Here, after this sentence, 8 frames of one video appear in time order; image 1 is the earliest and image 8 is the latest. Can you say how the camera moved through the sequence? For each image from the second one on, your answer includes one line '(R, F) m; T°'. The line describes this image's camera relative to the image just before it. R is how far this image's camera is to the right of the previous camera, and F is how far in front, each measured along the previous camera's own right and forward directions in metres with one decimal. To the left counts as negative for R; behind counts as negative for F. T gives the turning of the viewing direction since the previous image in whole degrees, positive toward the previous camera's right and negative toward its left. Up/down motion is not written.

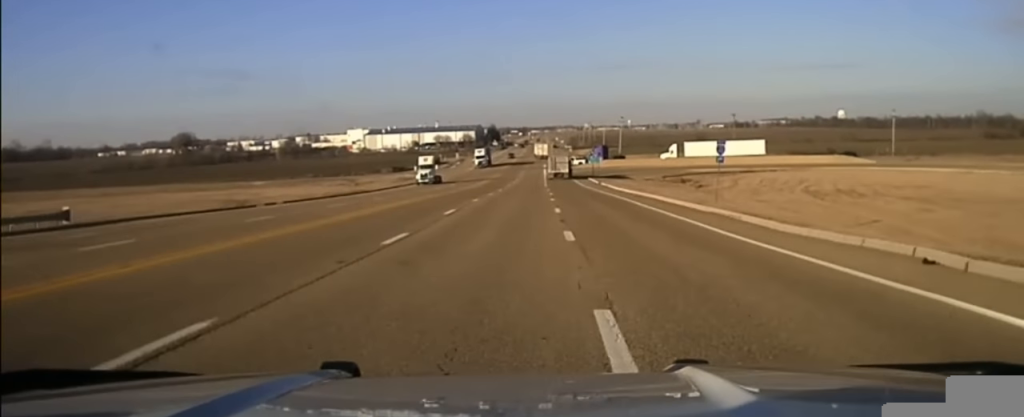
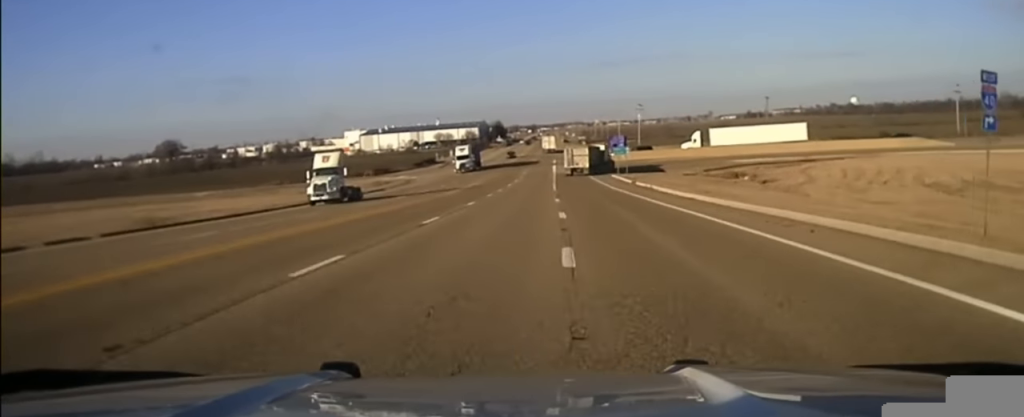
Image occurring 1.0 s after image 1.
(0.0, +25.0) m; 0°
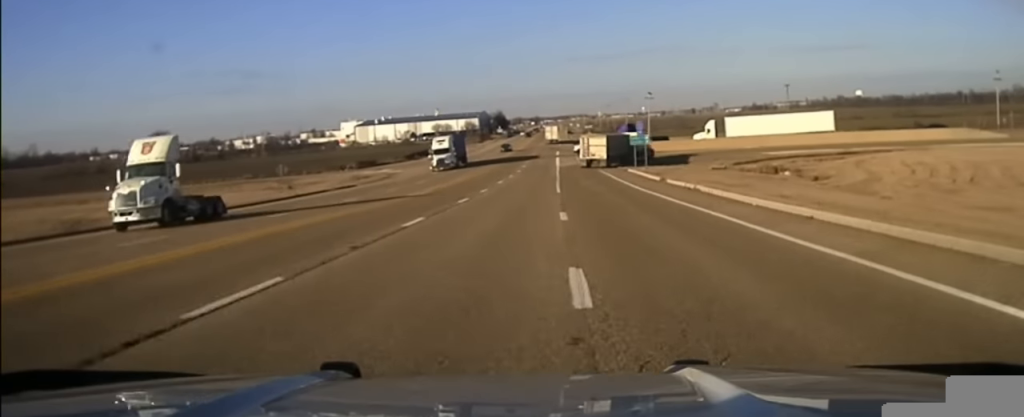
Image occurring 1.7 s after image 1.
(-0.1, +14.4) m; 0°
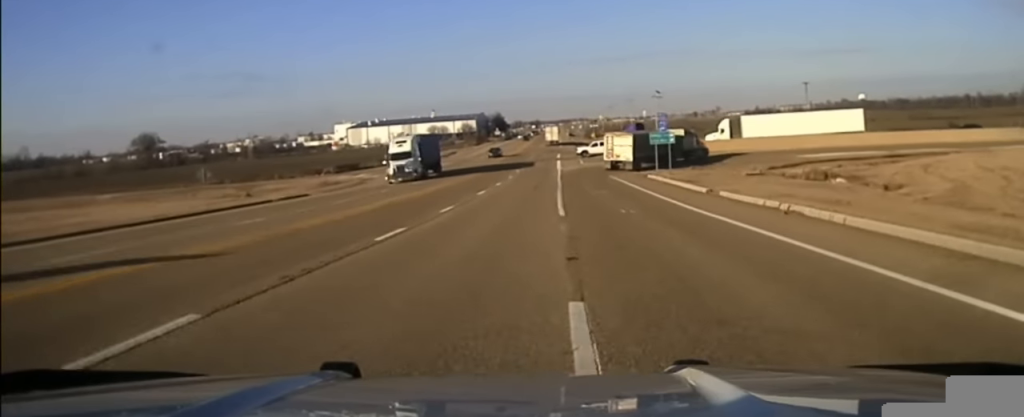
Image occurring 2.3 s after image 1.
(0.0, +13.4) m; 0°
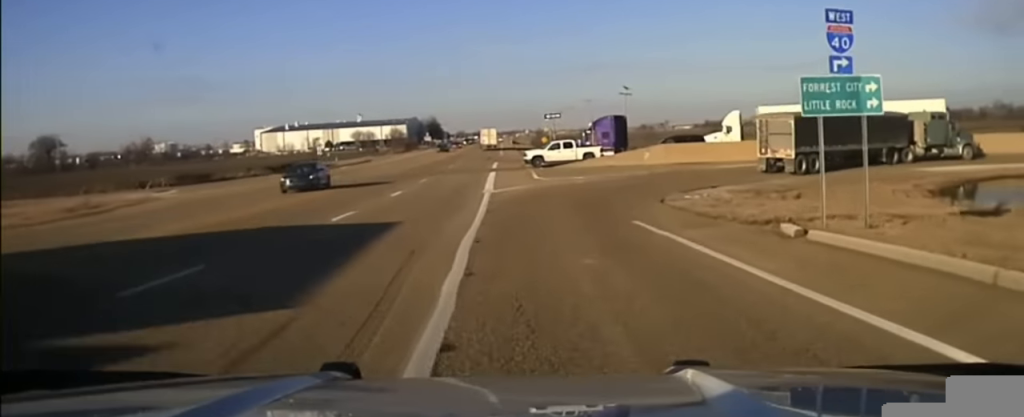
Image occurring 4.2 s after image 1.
(+0.5, +45.6) m; +4°
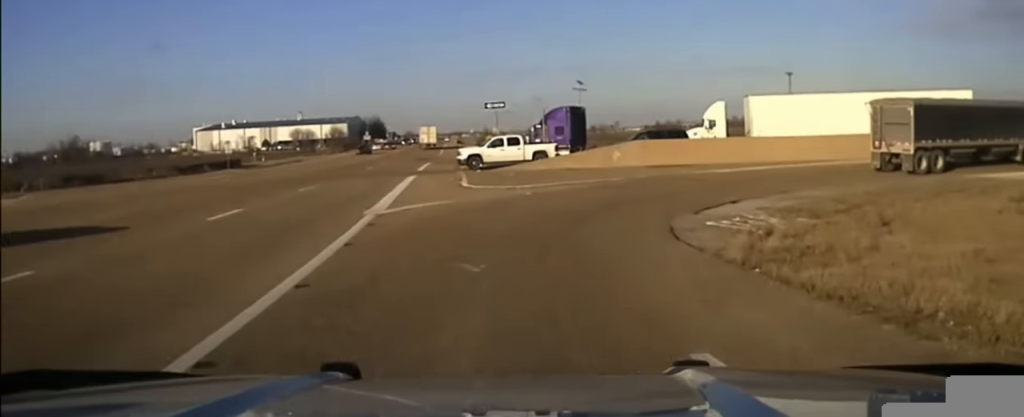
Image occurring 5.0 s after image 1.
(+0.5, +15.6) m; +6°
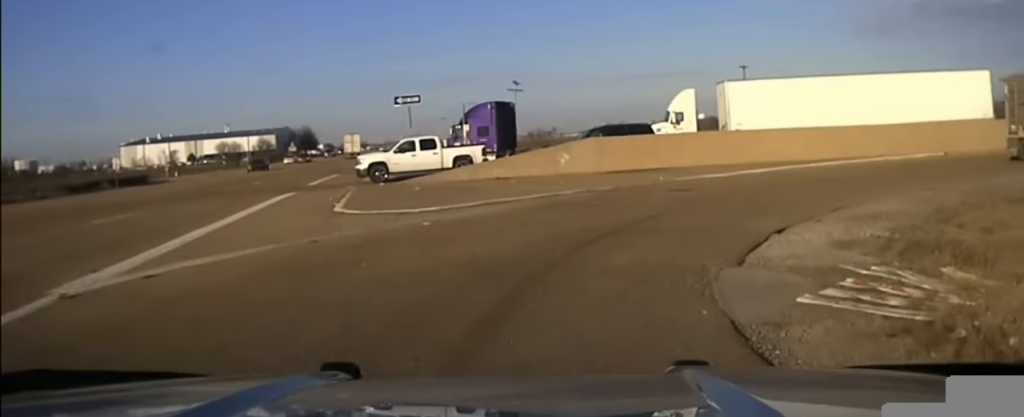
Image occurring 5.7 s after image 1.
(+0.5, +13.0) m; +8°
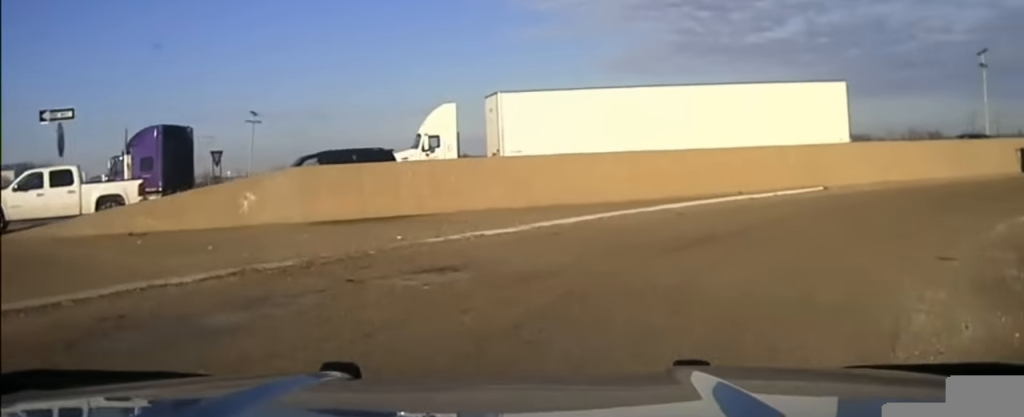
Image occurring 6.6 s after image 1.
(+1.7, +11.5) m; +11°
